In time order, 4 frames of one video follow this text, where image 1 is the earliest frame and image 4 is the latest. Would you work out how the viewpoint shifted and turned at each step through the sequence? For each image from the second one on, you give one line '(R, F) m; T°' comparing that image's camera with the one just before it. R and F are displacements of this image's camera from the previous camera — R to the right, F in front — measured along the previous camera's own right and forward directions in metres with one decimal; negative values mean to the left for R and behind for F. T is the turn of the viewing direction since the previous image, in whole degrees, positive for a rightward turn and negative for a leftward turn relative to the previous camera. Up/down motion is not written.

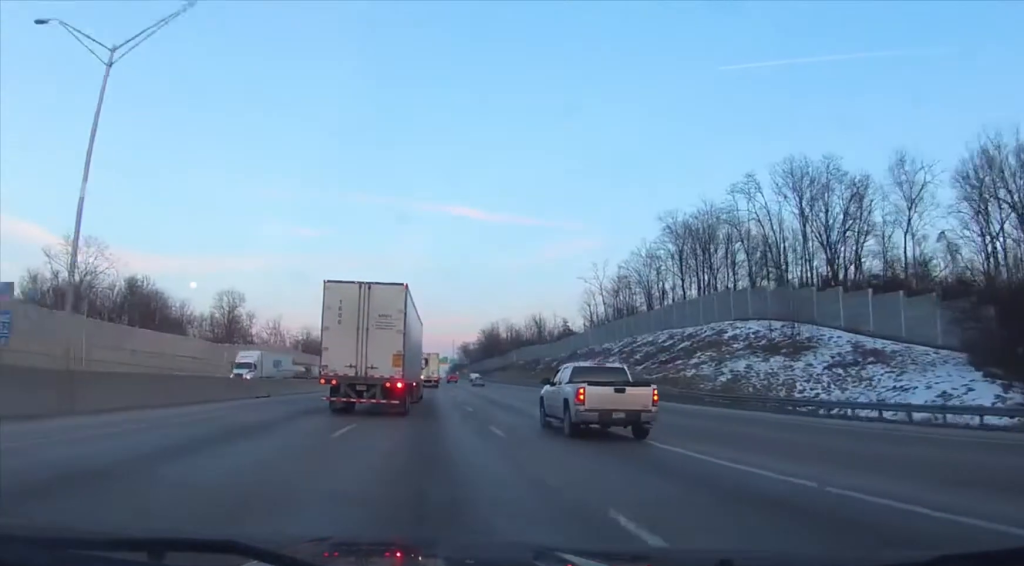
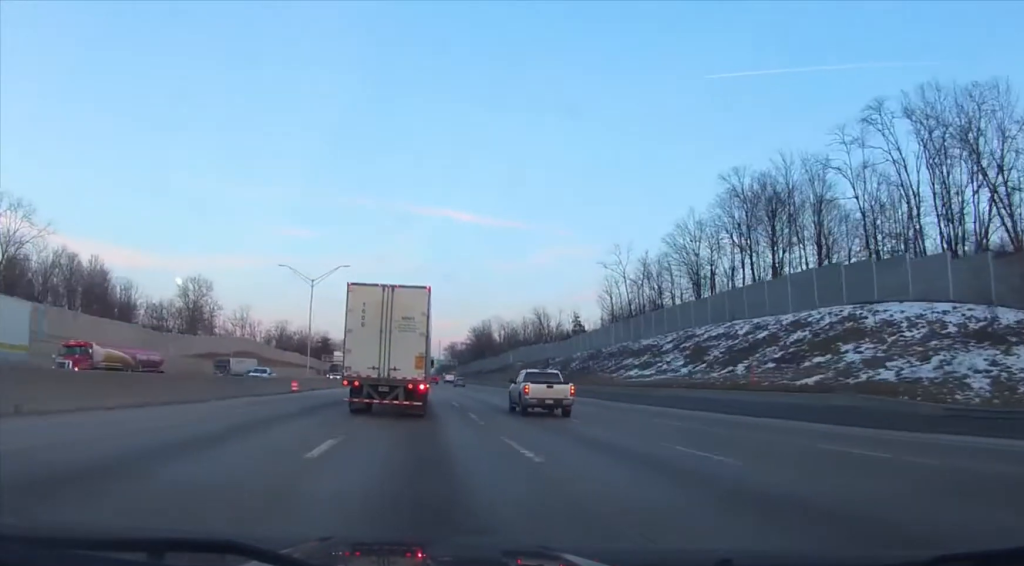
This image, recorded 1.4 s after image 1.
(+0.4, +28.0) m; +1°
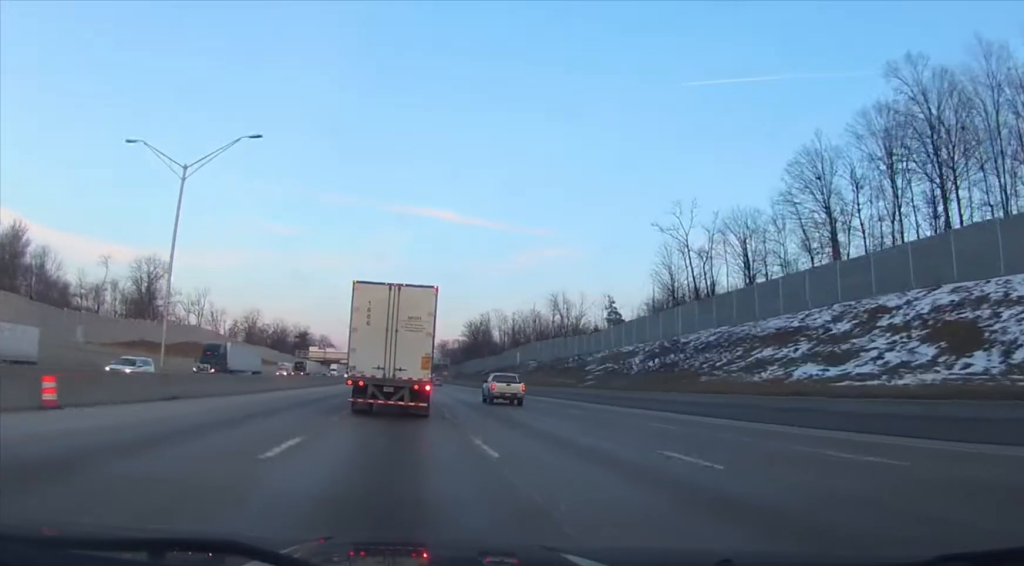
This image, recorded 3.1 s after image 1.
(0.0, +36.5) m; 0°
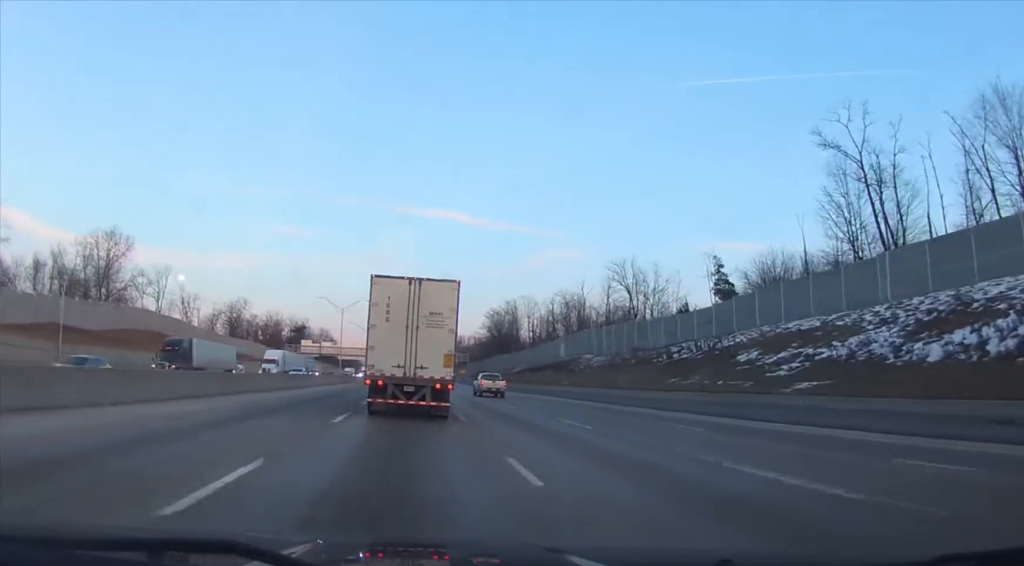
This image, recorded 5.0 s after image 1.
(0.0, +40.0) m; -1°
